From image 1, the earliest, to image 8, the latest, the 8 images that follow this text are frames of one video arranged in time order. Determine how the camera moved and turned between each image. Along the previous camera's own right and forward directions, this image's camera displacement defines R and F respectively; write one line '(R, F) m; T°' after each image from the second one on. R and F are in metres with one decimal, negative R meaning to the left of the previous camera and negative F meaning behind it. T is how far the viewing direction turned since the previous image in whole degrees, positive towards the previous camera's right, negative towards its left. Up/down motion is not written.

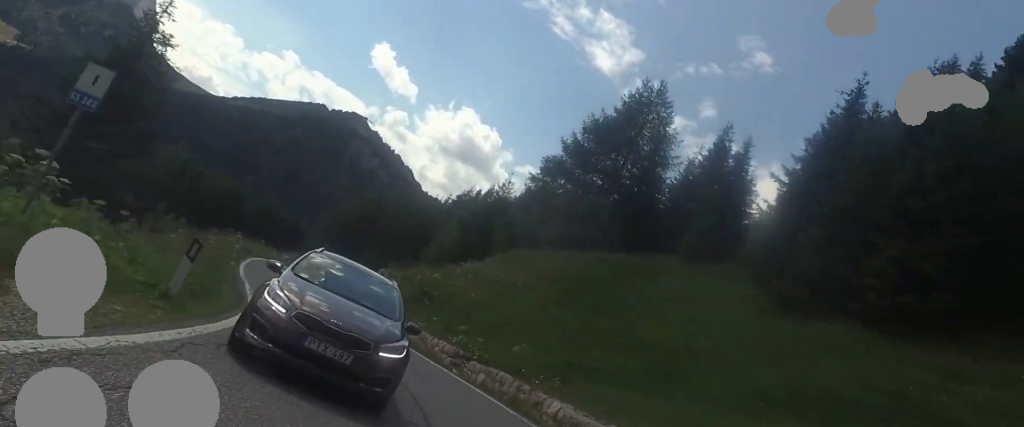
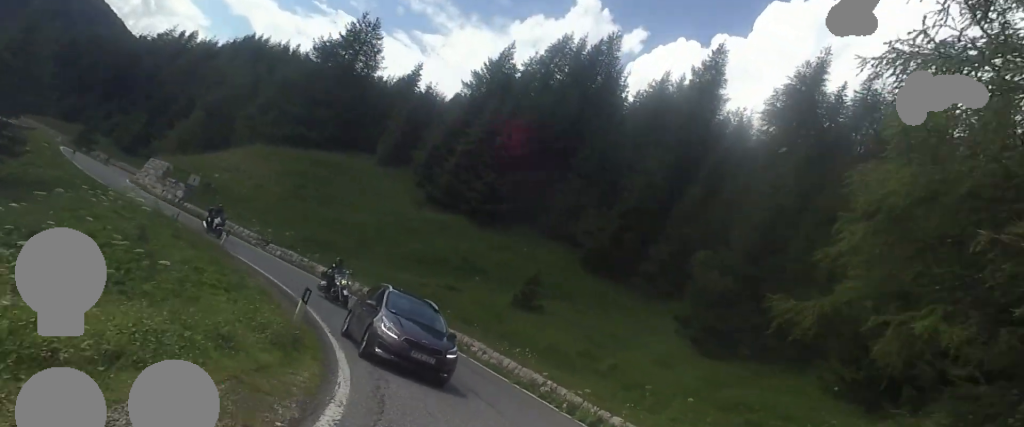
(+3.6, +19.5) m; +24°
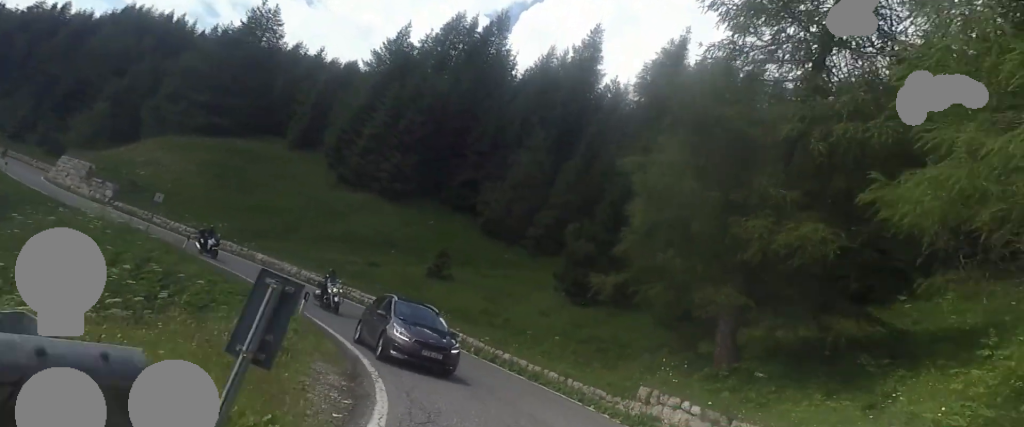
(+1.0, +7.1) m; +11°
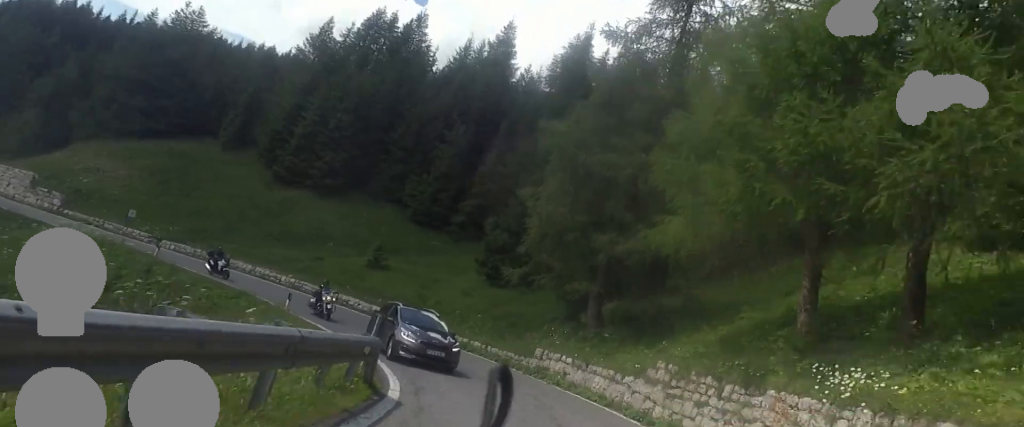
(+0.6, +6.4) m; +6°
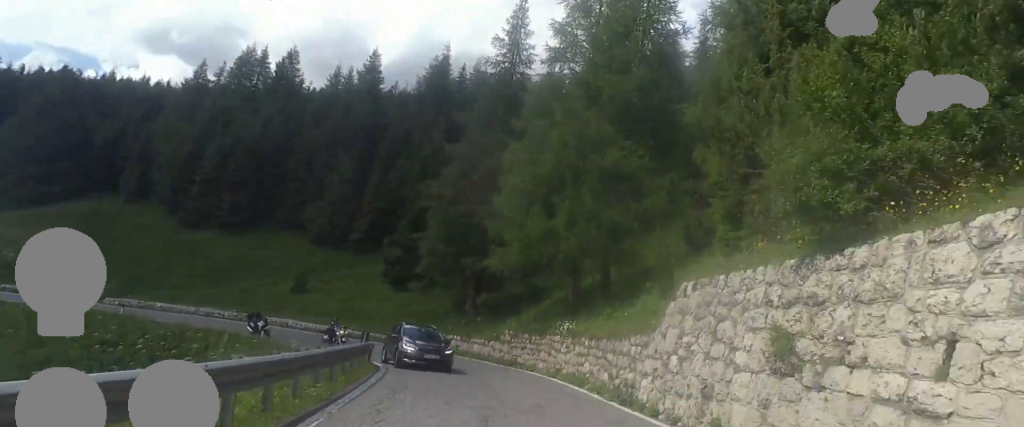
(+1.3, +12.1) m; +5°
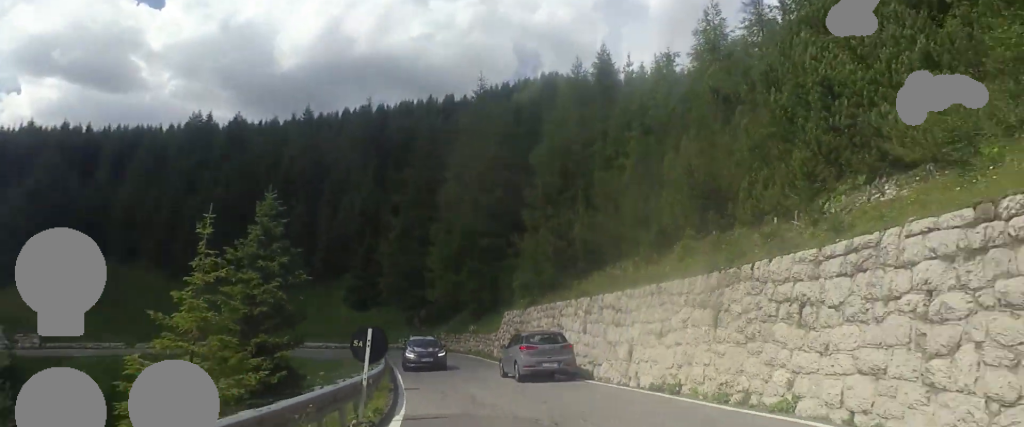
(+1.1, +21.3) m; +6°
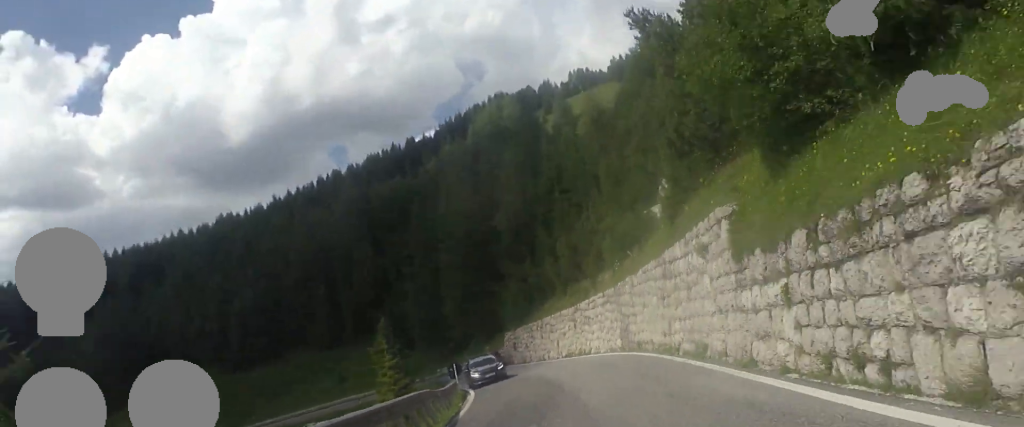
(-0.3, +20.1) m; -4°
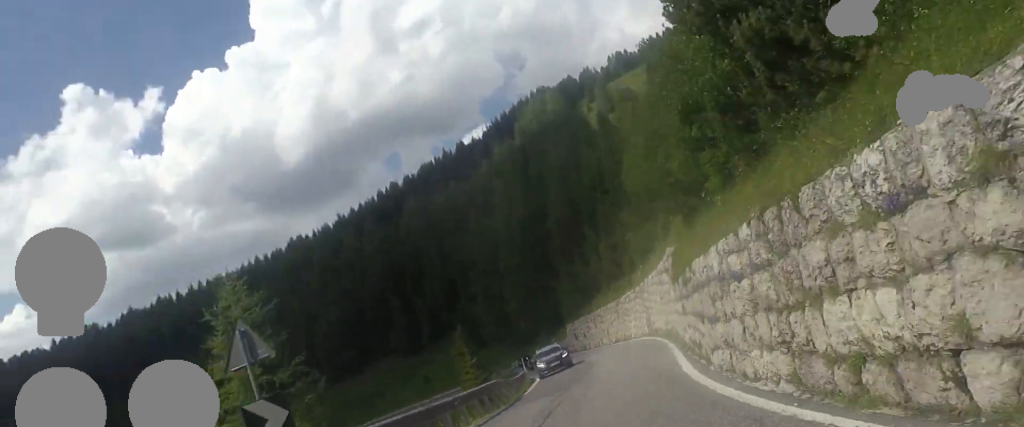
(0.0, +7.5) m; -5°
